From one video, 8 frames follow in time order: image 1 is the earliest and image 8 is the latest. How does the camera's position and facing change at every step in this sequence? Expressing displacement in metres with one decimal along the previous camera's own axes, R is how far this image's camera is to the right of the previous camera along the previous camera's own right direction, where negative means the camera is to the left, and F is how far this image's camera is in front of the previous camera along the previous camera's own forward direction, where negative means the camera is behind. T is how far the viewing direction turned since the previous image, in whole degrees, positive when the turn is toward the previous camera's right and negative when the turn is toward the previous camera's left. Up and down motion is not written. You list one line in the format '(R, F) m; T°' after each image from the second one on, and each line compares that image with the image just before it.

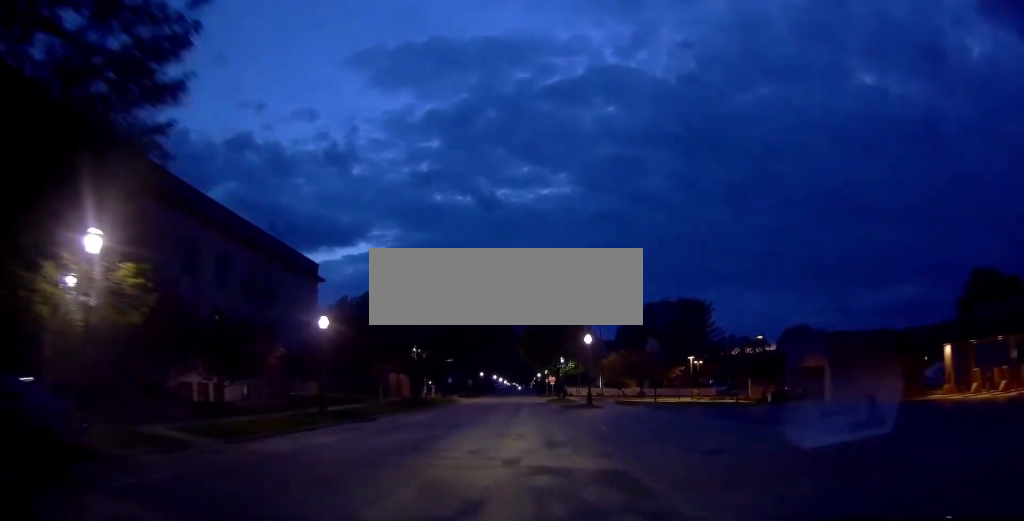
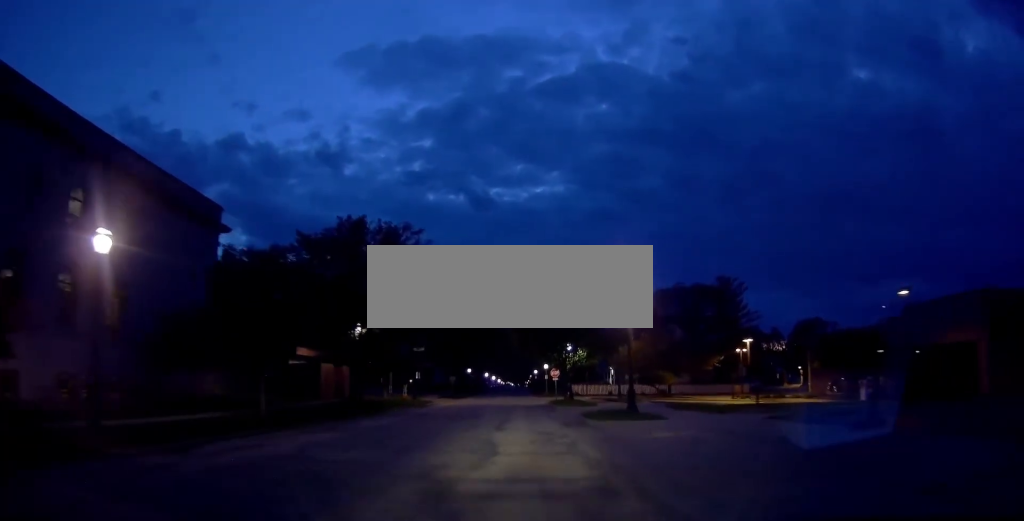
(-1.0, +17.2) m; -1°
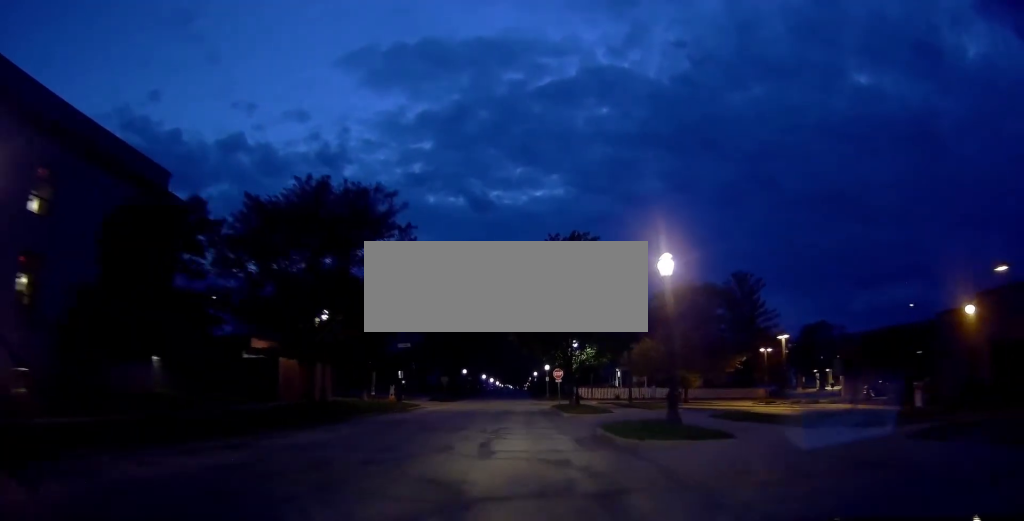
(+0.3, +6.8) m; +2°
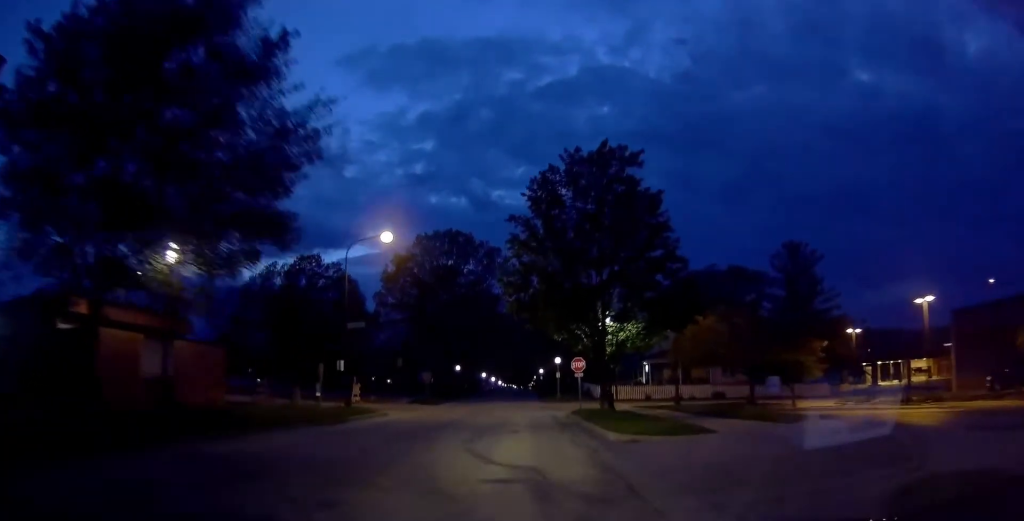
(+0.3, +15.4) m; -1°
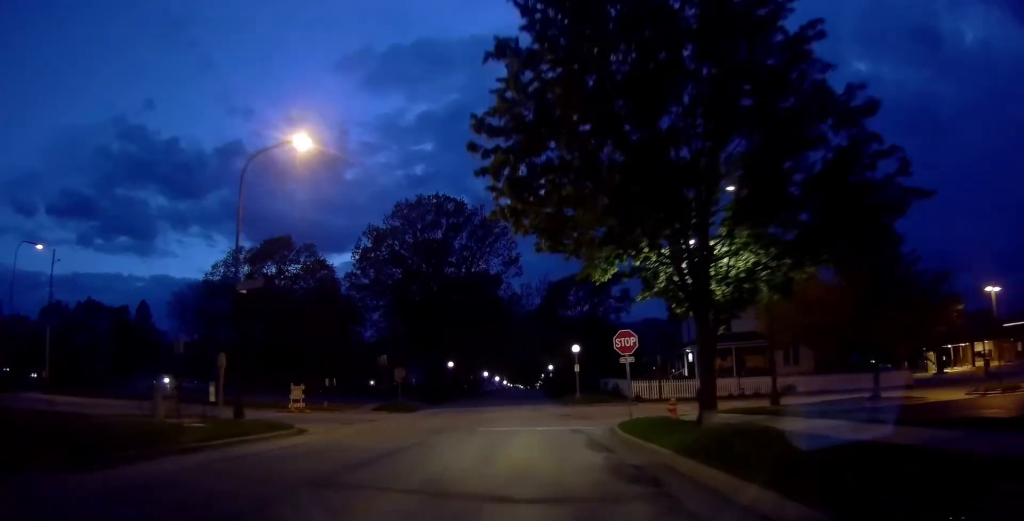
(-1.1, +15.6) m; -6°
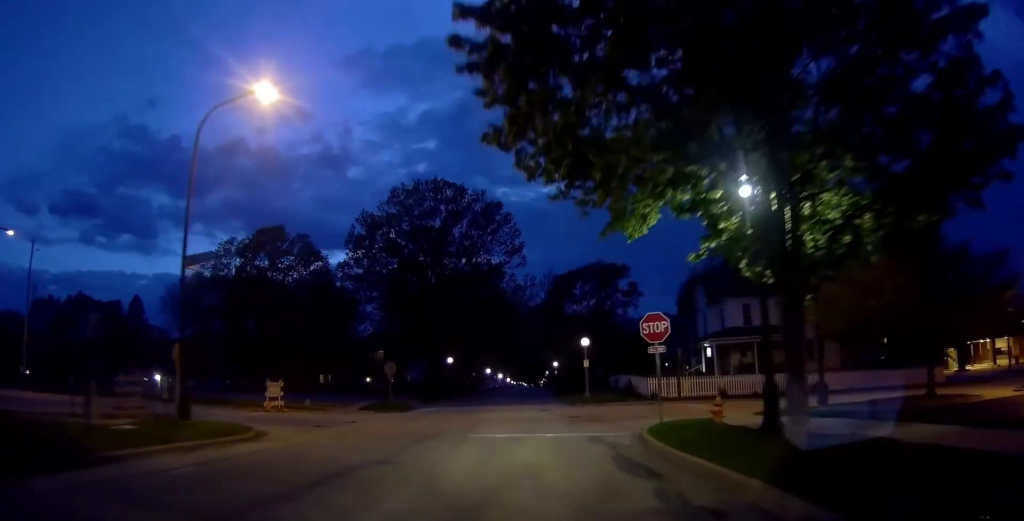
(0.0, +4.2) m; -1°
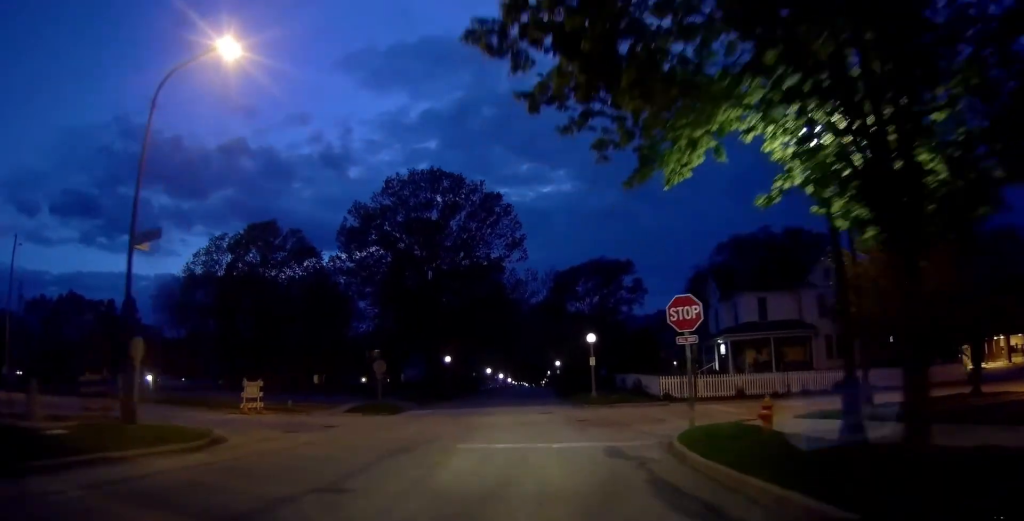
(0.0, +3.4) m; 0°
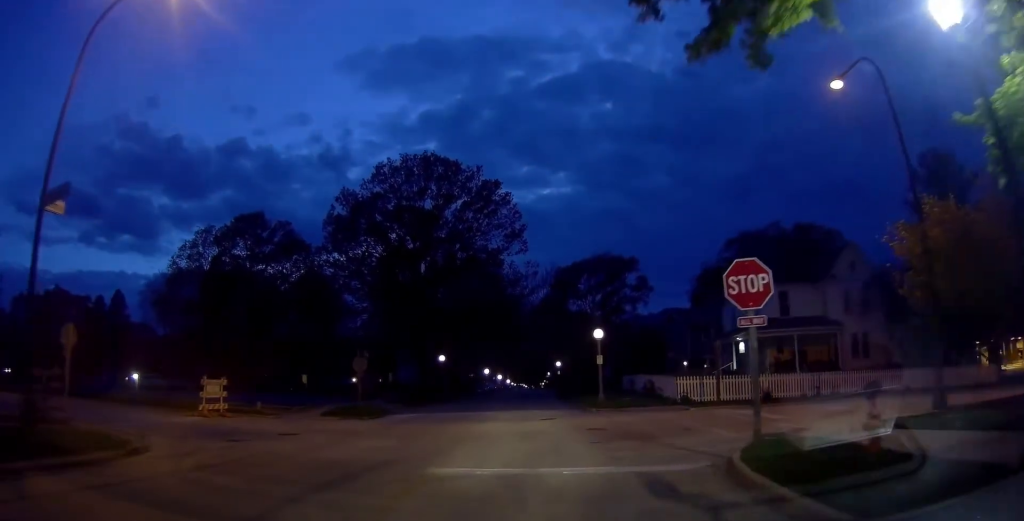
(0.0, +4.9) m; +1°
